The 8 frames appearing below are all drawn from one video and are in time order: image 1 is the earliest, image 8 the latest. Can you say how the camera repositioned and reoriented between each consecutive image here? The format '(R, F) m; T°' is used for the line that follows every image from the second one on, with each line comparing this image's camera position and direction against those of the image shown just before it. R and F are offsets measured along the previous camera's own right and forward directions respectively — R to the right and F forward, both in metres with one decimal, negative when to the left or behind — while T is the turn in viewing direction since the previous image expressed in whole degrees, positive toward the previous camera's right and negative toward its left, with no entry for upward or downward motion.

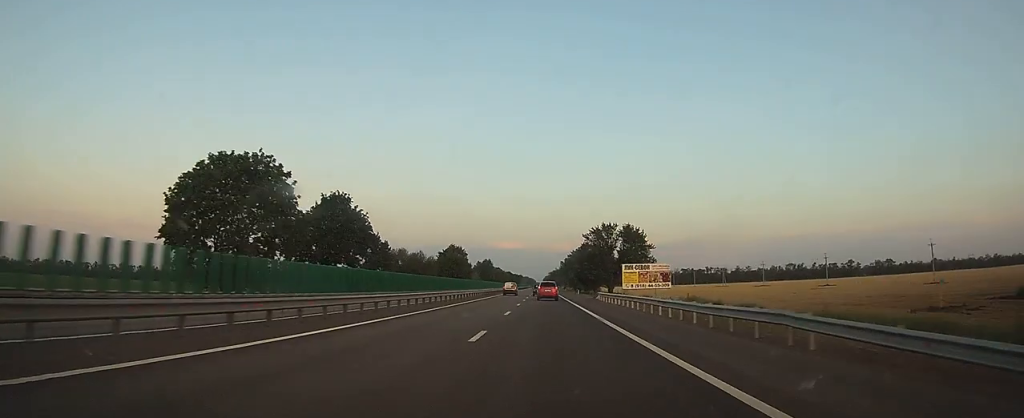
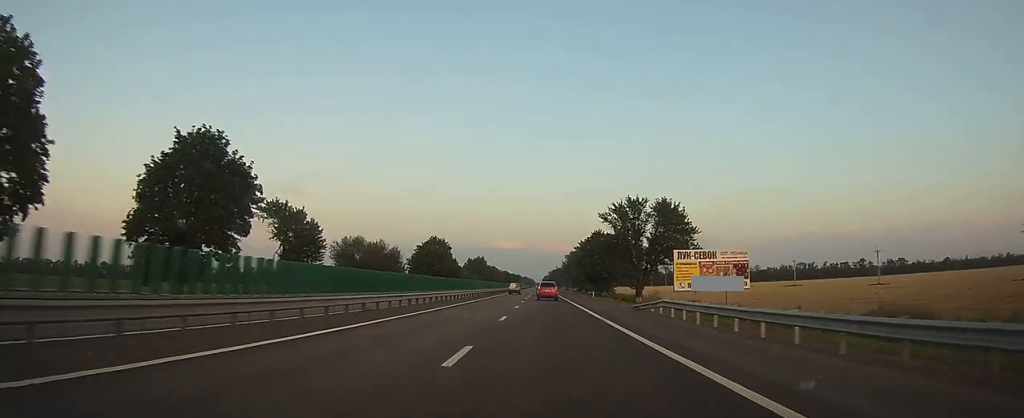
(+0.1, +27.8) m; 0°
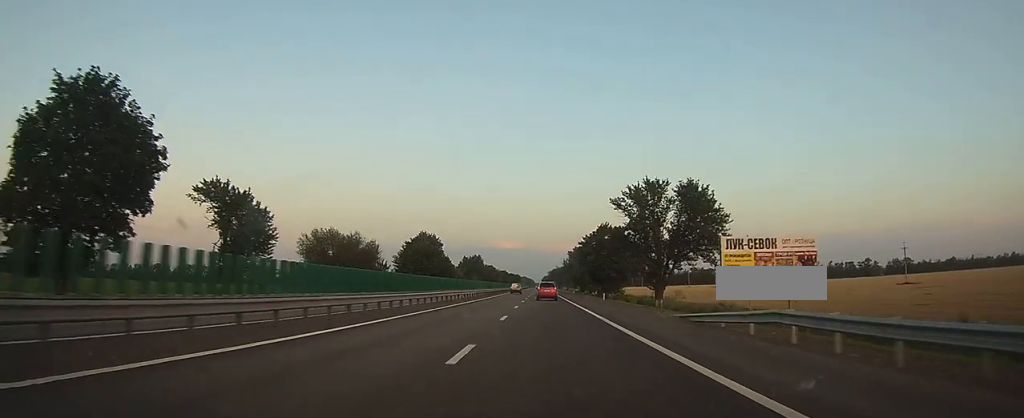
(0.0, +11.7) m; 0°
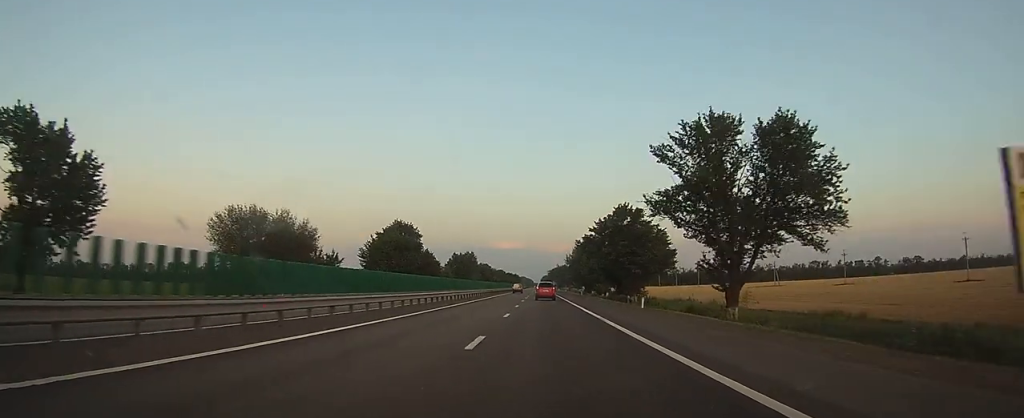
(-0.1, +21.6) m; 0°
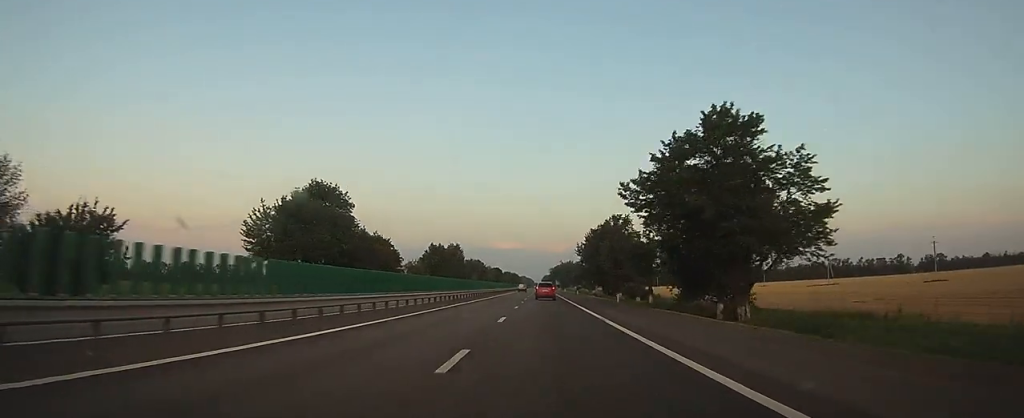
(+0.2, +38.9) m; 0°
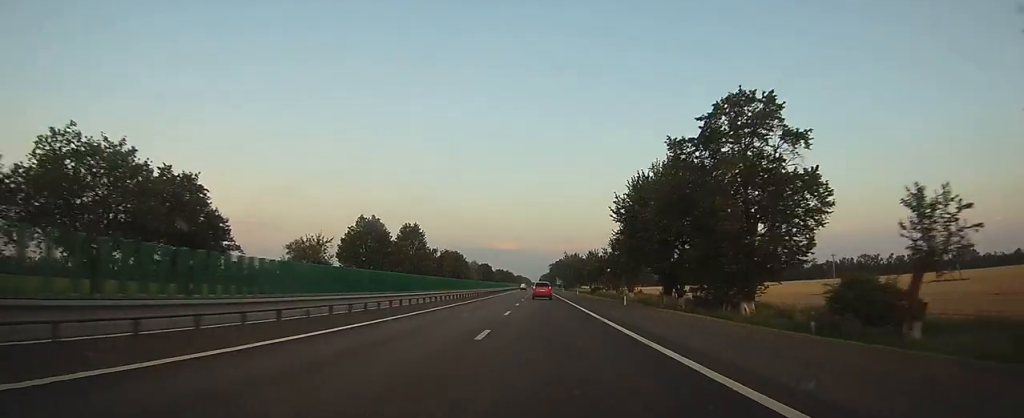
(-0.1, +54.6) m; 0°
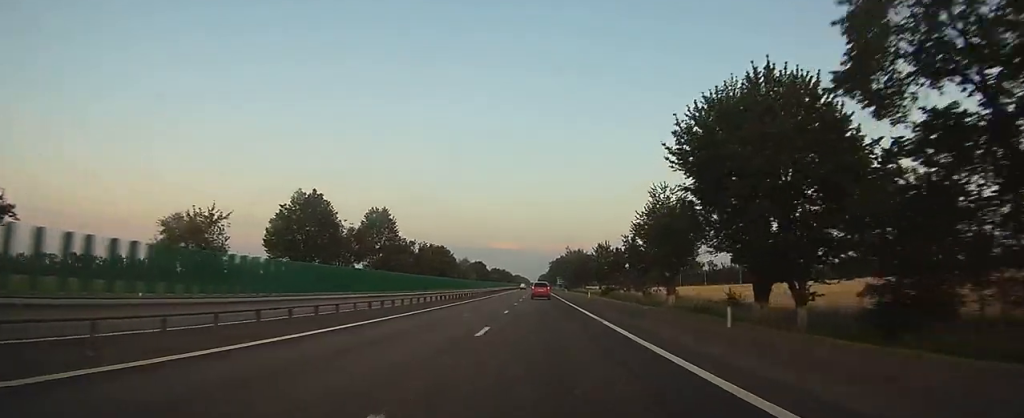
(0.0, +22.9) m; 0°
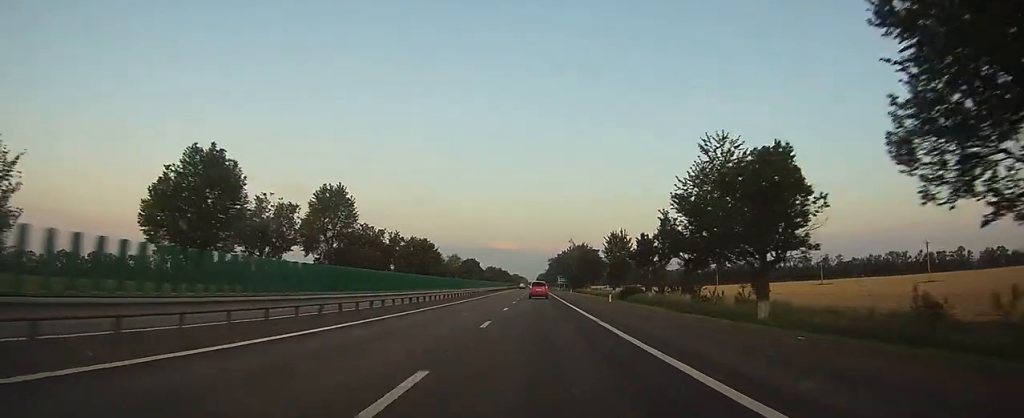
(0.0, +21.1) m; 0°
